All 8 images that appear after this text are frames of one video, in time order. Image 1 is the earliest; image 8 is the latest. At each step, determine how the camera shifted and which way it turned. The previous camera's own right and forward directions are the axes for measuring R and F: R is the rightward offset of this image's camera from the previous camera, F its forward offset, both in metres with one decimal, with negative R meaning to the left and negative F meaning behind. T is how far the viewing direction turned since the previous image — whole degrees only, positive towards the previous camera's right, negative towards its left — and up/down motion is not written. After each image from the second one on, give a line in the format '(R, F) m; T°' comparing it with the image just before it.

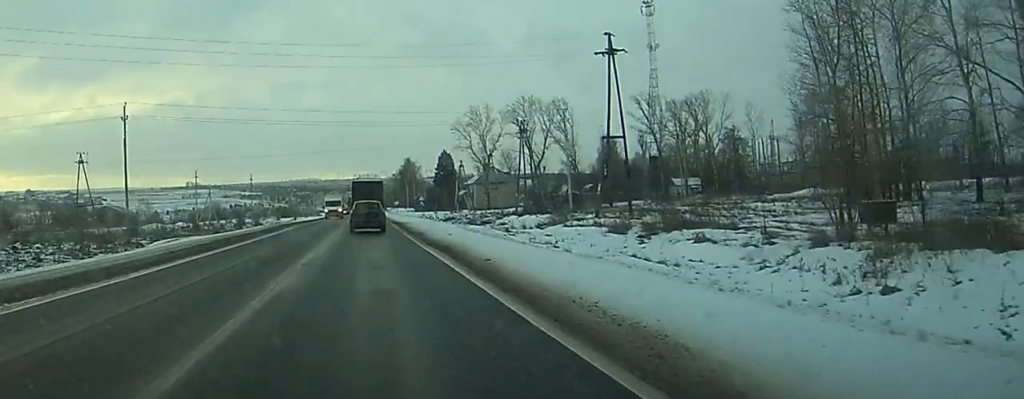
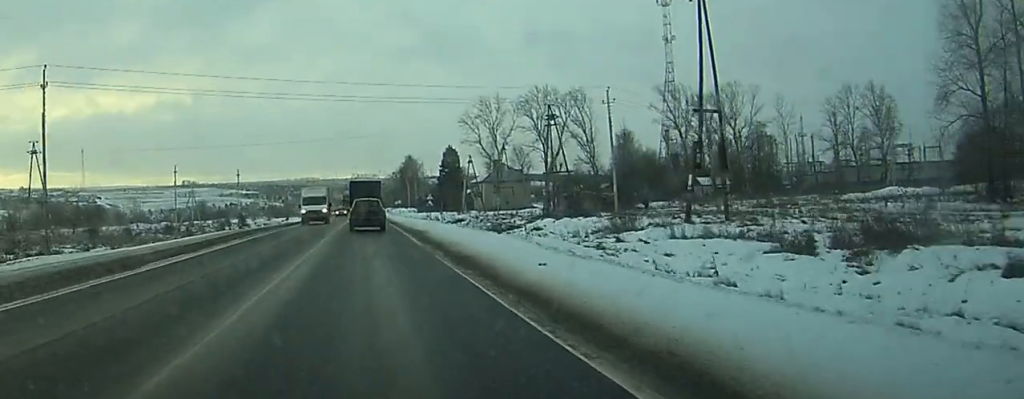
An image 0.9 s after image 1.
(-0.3, +18.9) m; -2°
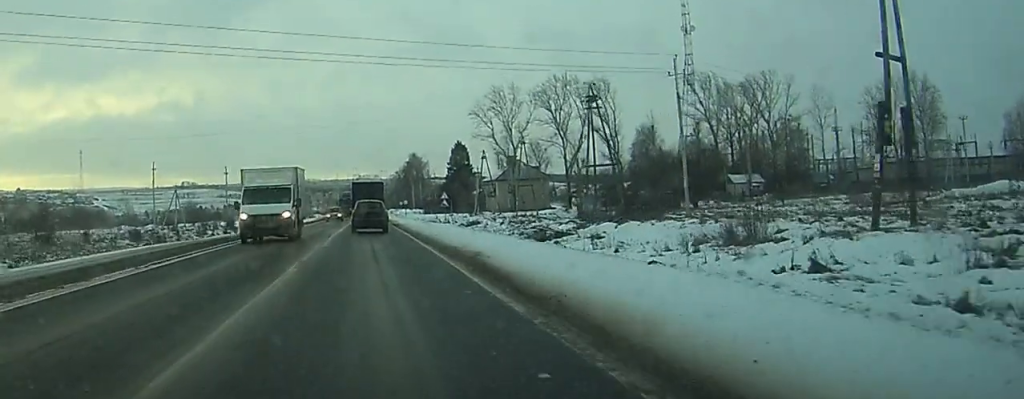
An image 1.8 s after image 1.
(-0.4, +18.2) m; -1°
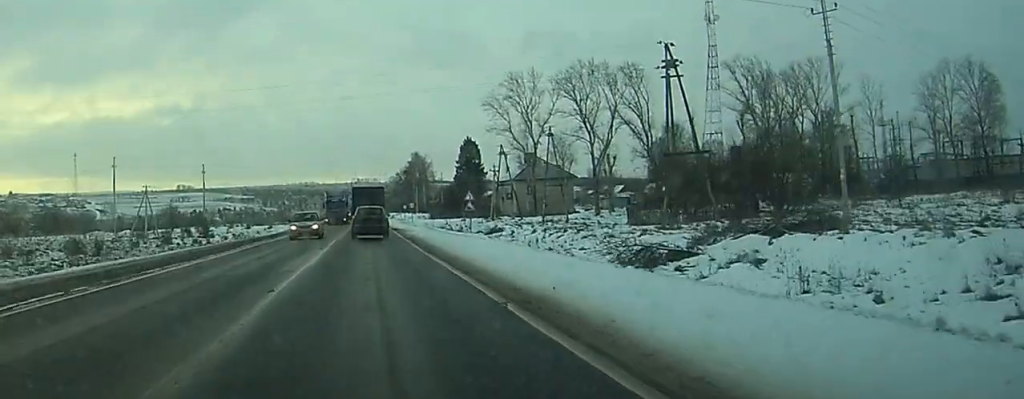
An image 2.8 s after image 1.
(+0.1, +22.2) m; +1°
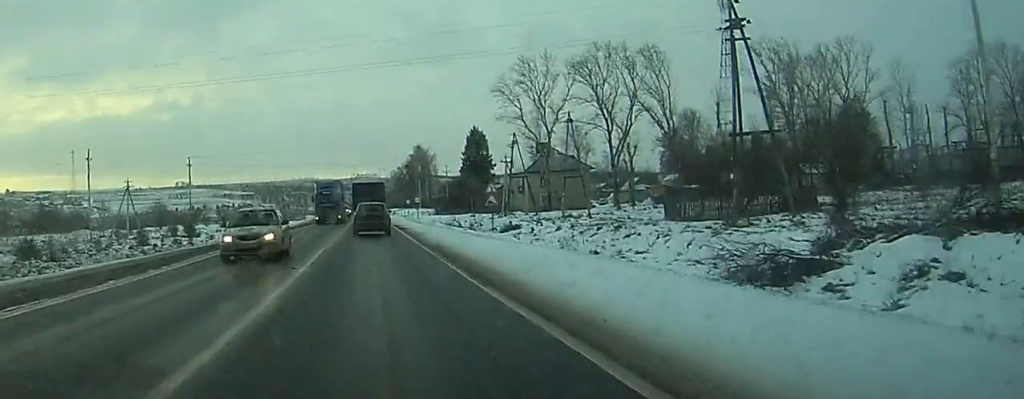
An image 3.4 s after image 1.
(+0.1, +11.8) m; 0°
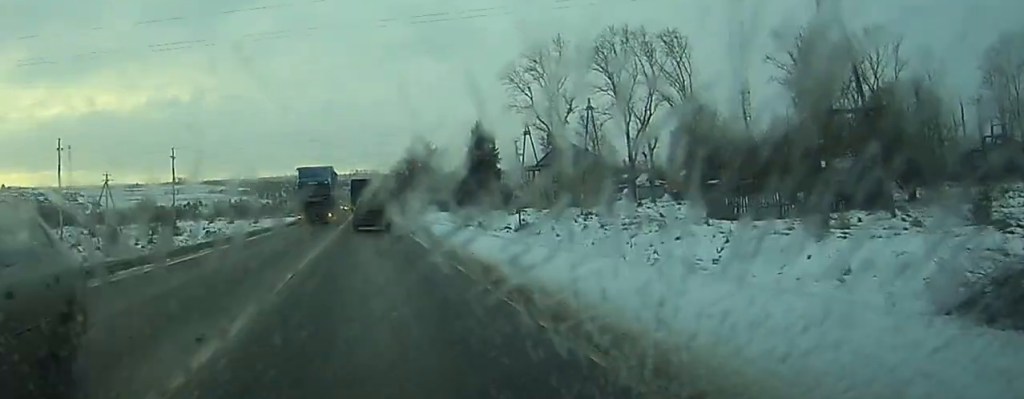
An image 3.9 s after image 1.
(0.0, +11.0) m; 0°
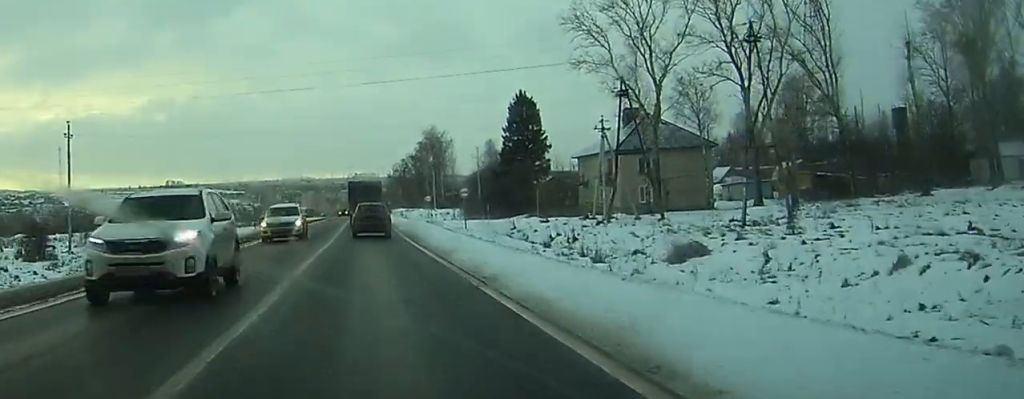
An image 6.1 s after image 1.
(+0.2, +44.6) m; +1°
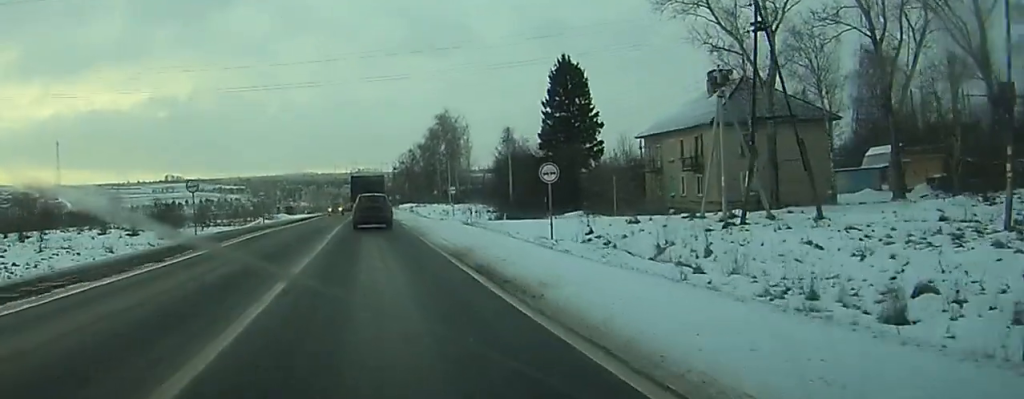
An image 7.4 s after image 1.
(+0.1, +25.9) m; 0°
